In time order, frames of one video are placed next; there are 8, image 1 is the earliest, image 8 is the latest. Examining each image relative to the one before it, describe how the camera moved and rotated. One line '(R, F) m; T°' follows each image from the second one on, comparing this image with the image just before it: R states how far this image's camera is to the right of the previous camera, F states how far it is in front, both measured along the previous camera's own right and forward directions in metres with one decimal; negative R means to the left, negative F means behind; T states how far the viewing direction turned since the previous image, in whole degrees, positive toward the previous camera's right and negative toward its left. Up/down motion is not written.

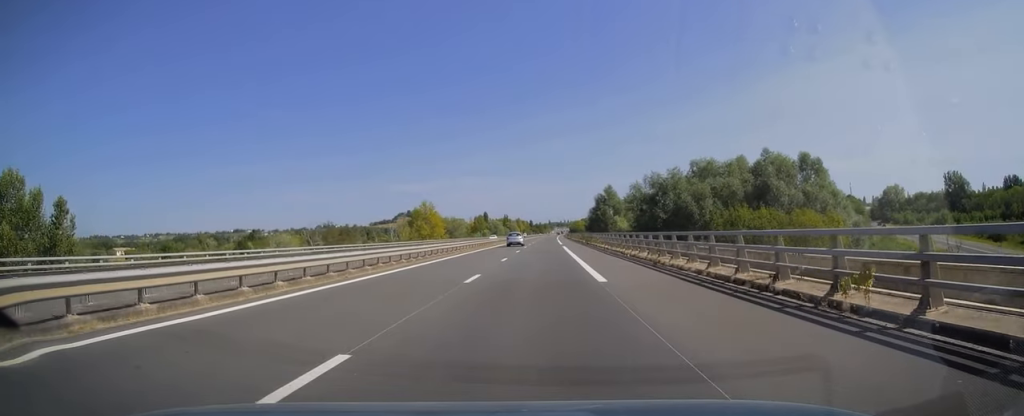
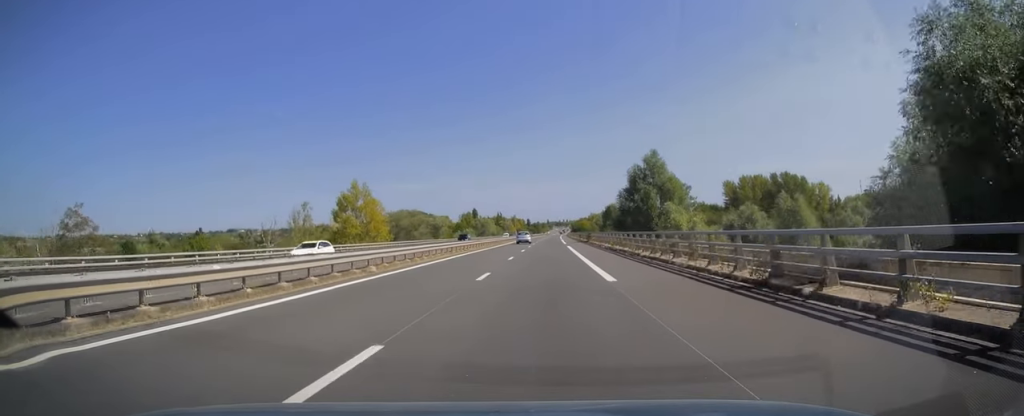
(+0.1, +52.4) m; 0°
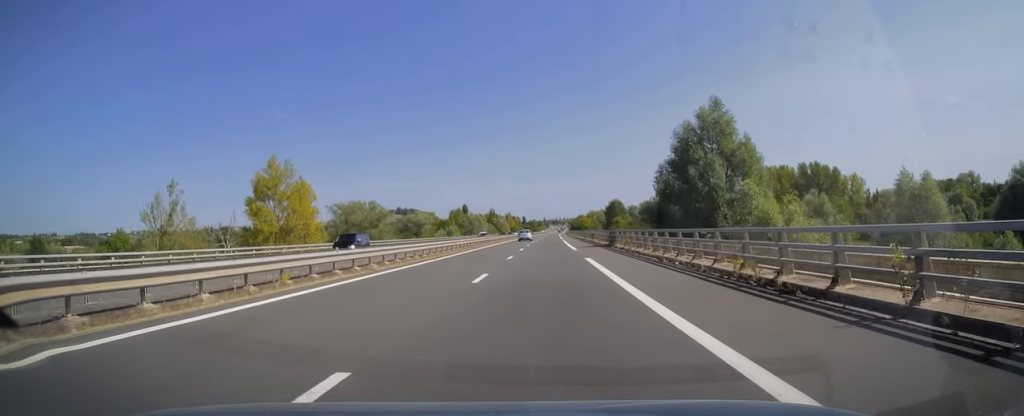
(0.0, +28.1) m; 0°
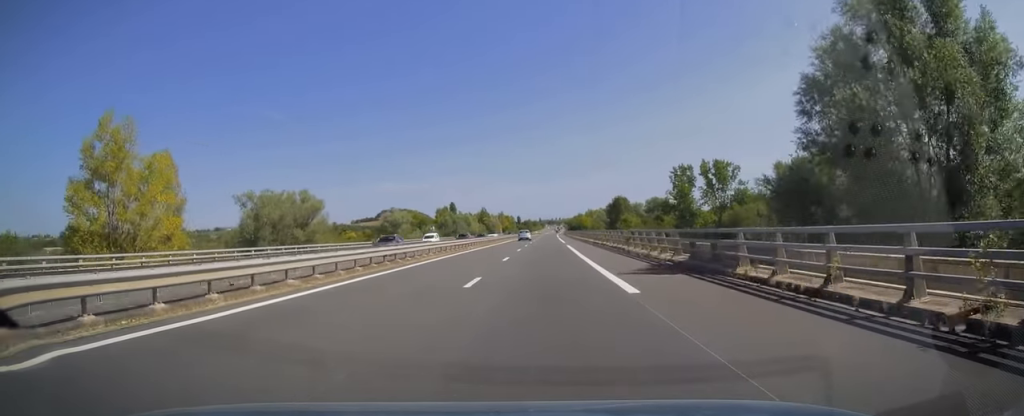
(0.0, +27.6) m; 0°
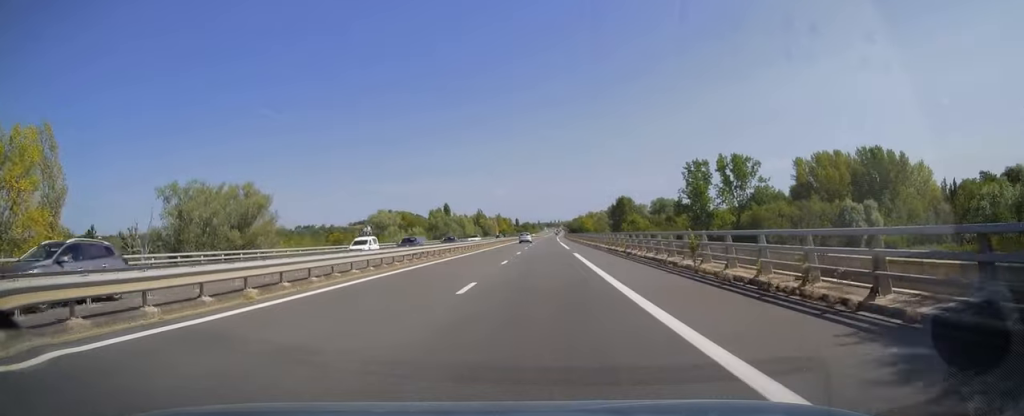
(0.0, +14.3) m; 0°
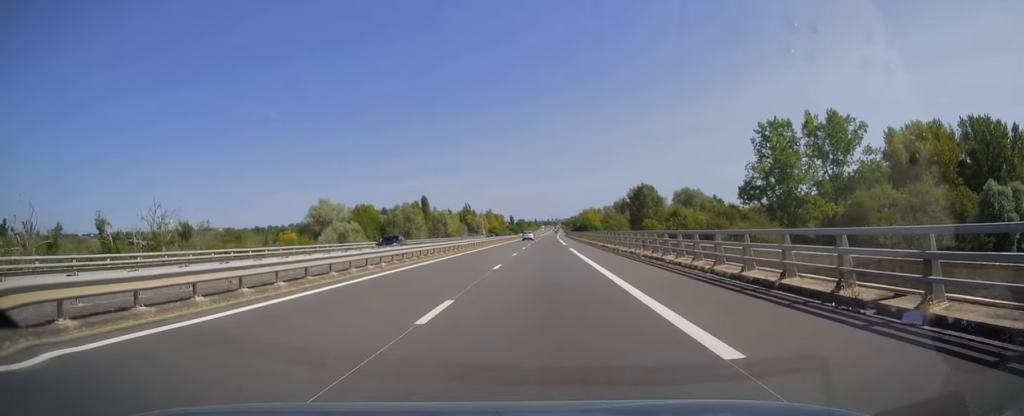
(+0.3, +44.3) m; 0°
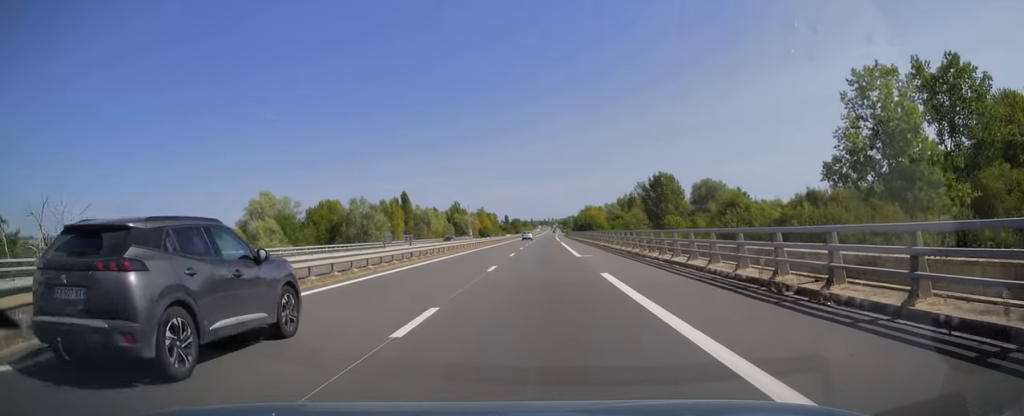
(0.0, +27.6) m; 0°
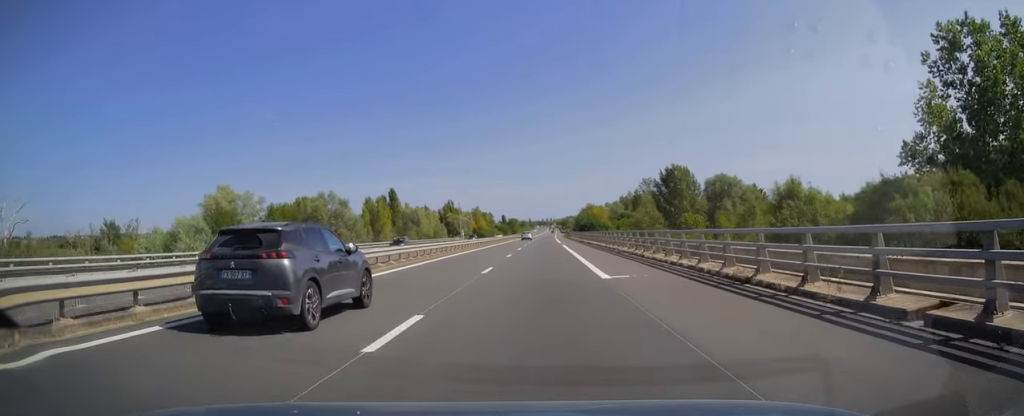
(0.0, +14.3) m; 0°
